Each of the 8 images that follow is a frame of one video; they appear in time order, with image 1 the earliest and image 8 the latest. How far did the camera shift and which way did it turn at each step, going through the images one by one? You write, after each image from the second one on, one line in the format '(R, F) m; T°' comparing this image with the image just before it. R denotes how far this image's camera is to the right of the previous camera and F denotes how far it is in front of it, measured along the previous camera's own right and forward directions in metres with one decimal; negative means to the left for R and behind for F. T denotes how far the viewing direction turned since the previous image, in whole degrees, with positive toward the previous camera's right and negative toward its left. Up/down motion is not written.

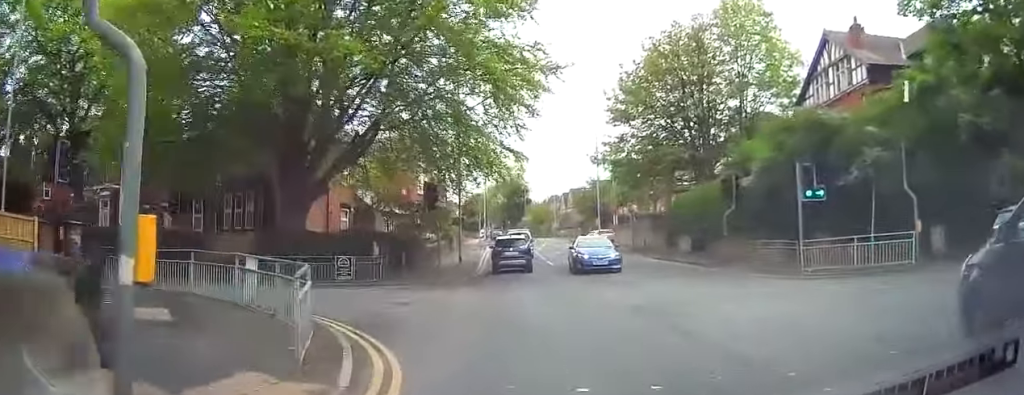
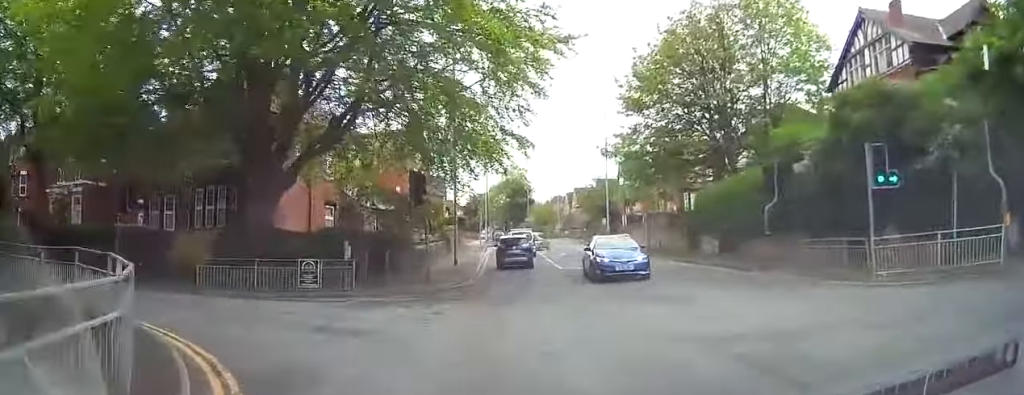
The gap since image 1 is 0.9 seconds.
(-0.4, +5.2) m; -14°
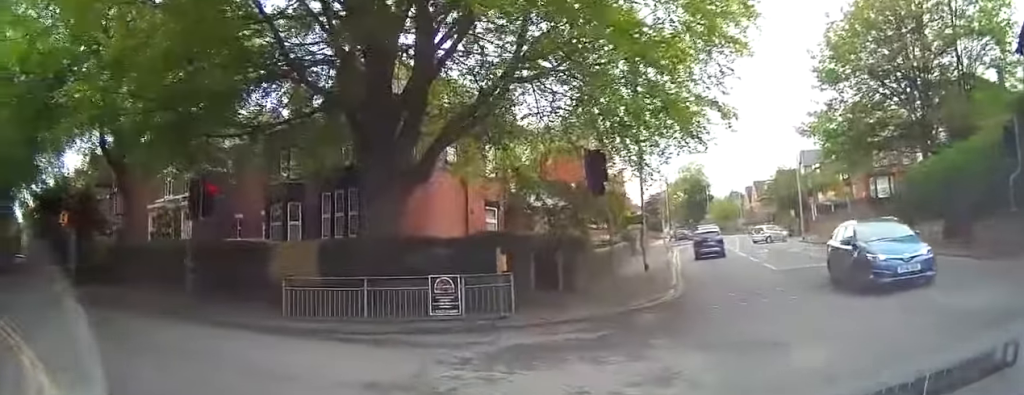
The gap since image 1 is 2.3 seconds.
(-1.6, +6.2) m; -32°
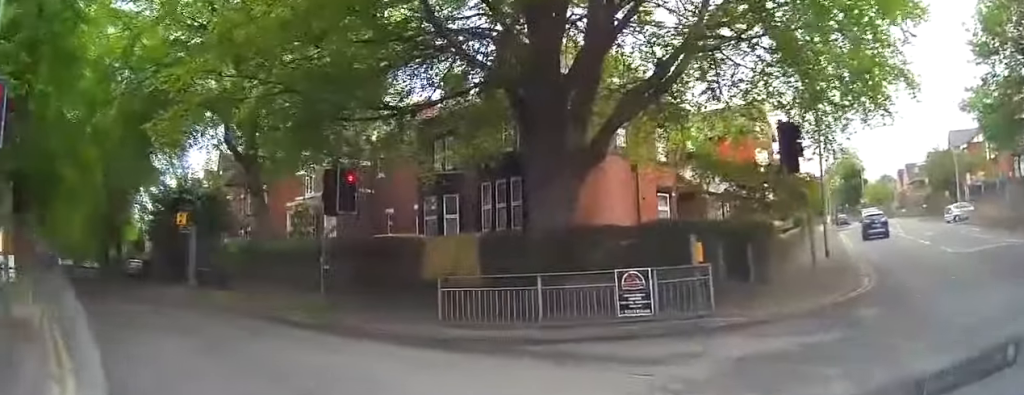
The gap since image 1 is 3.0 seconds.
(-0.5, +2.7) m; -15°
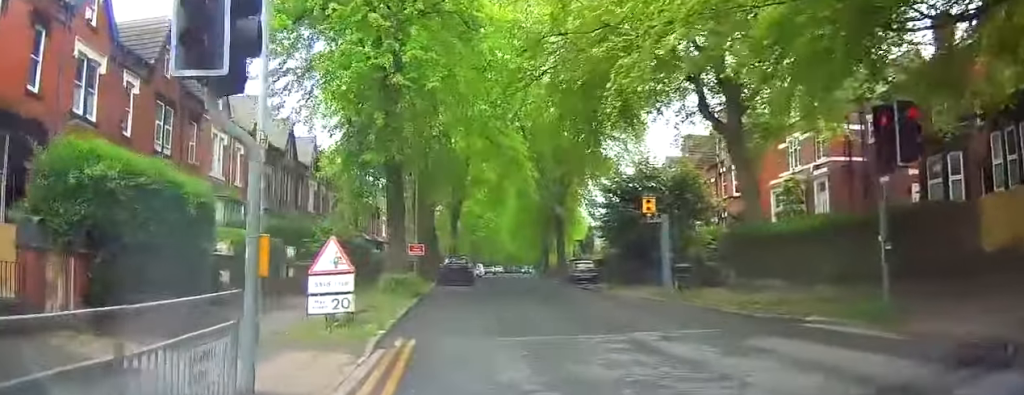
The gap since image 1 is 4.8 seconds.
(-1.3, +5.7) m; -21°
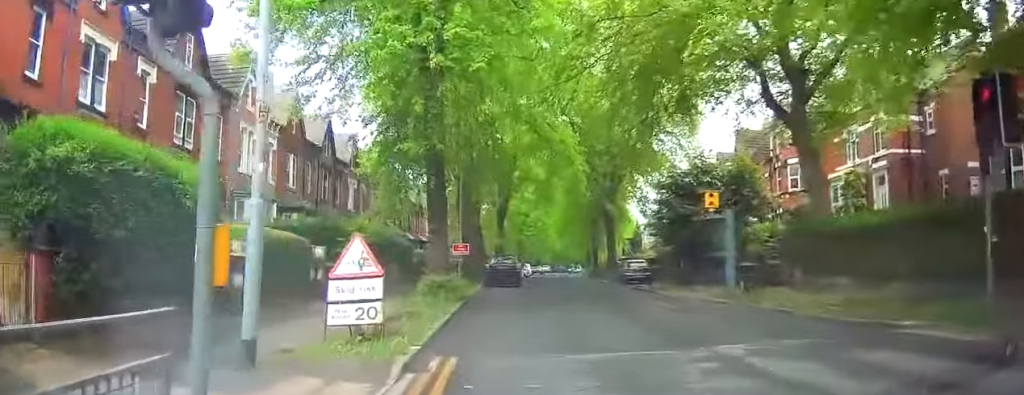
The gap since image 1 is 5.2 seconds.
(0.0, +1.5) m; -3°
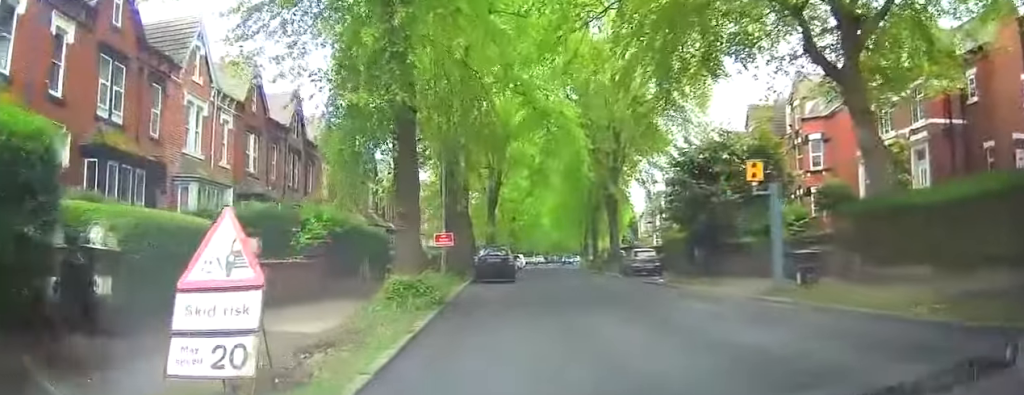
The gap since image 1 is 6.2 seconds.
(-0.3, +3.3) m; -7°
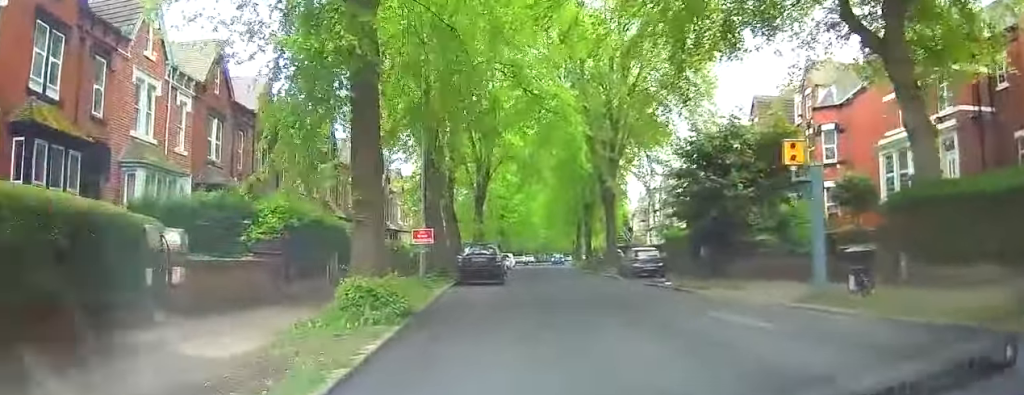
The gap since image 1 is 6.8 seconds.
(-0.1, +2.4) m; -1°
